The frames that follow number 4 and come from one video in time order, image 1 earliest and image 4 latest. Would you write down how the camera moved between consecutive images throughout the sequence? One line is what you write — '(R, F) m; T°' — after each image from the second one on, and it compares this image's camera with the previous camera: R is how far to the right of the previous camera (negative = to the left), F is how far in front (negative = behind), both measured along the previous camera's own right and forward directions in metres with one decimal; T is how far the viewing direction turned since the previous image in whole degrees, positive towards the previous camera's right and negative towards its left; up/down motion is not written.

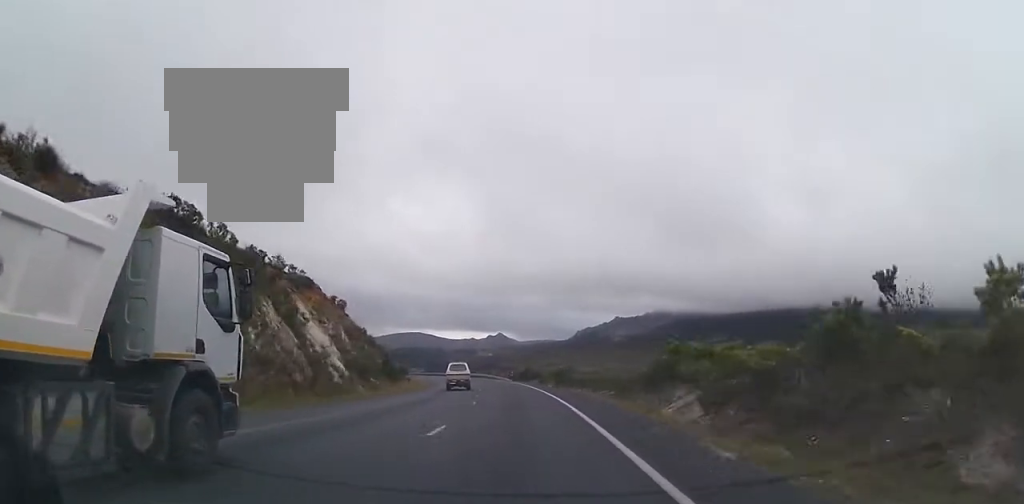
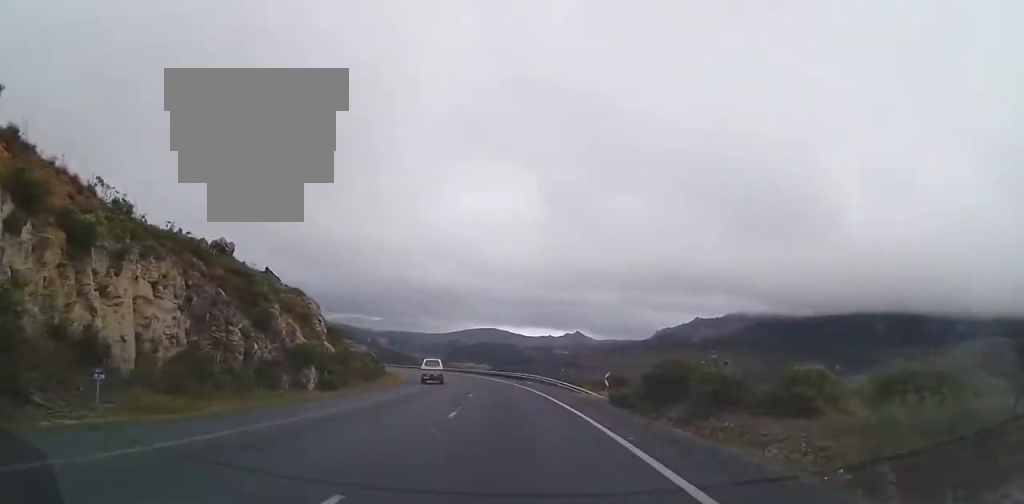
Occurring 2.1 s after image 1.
(-3.1, +55.0) m; -8°
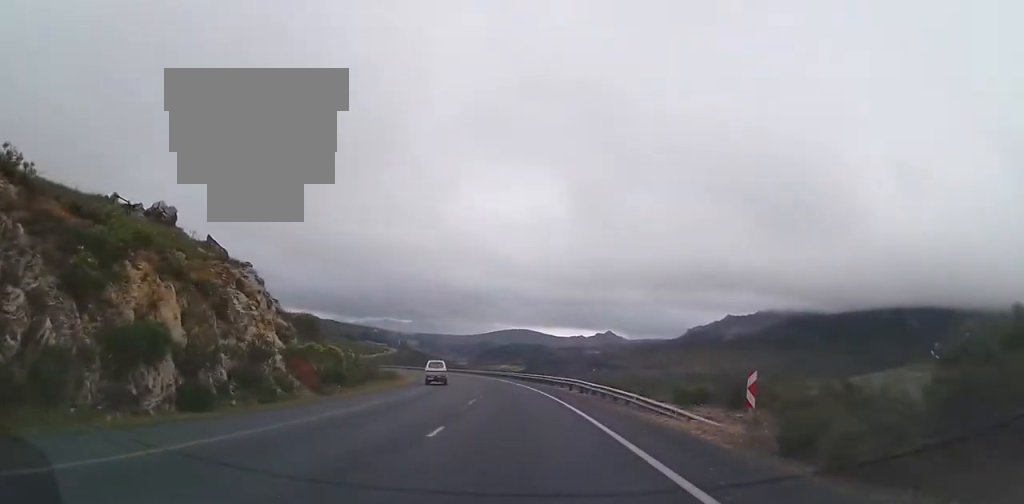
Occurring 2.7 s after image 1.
(-0.4, +16.5) m; -3°
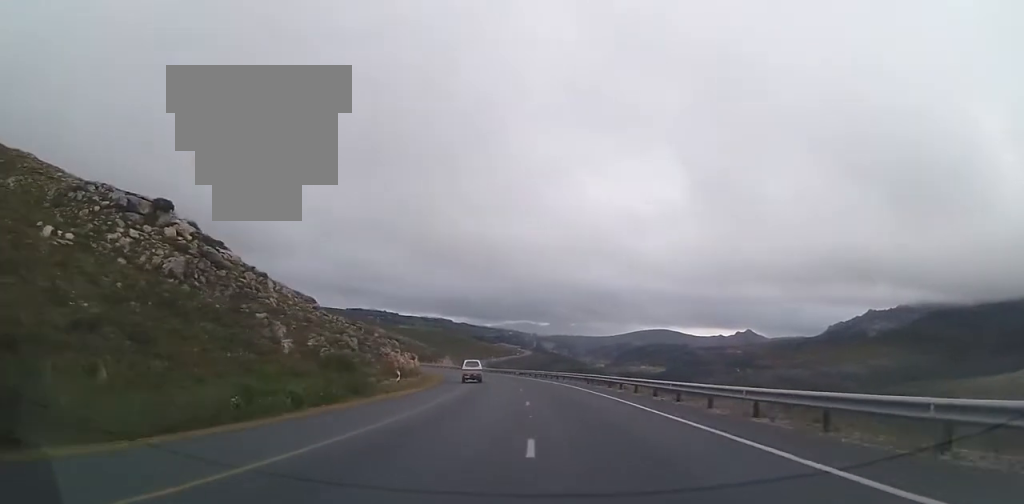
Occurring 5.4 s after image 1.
(-8.1, +75.9) m; -13°
